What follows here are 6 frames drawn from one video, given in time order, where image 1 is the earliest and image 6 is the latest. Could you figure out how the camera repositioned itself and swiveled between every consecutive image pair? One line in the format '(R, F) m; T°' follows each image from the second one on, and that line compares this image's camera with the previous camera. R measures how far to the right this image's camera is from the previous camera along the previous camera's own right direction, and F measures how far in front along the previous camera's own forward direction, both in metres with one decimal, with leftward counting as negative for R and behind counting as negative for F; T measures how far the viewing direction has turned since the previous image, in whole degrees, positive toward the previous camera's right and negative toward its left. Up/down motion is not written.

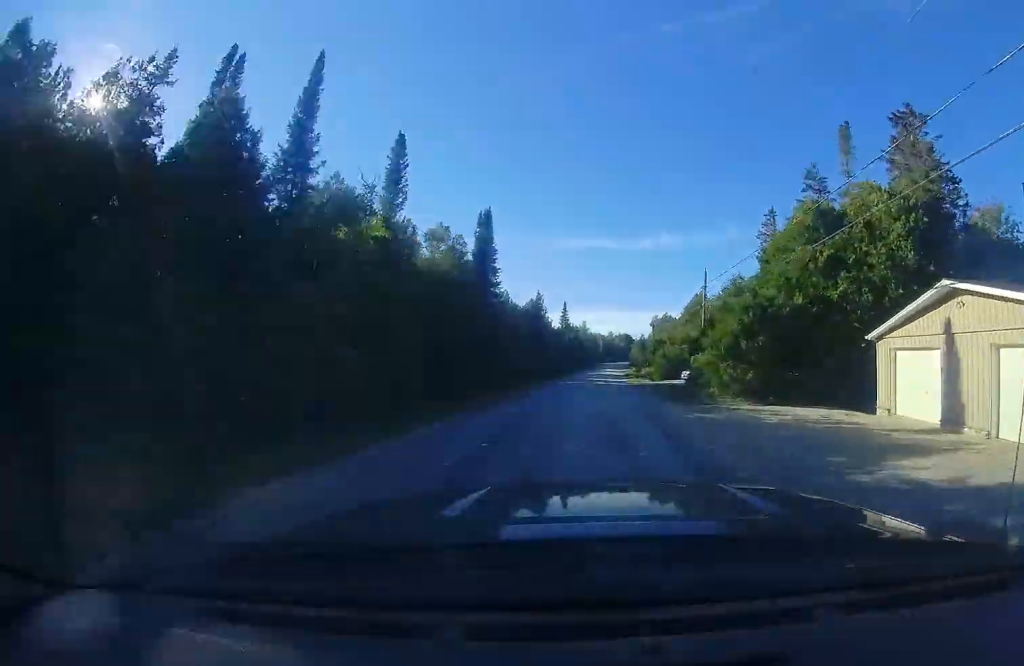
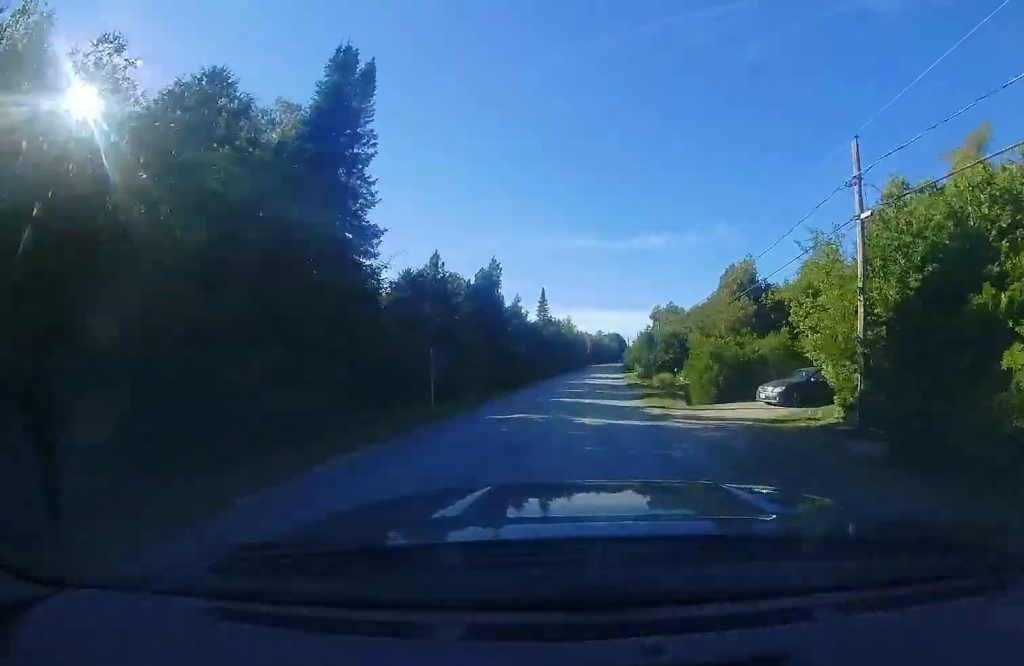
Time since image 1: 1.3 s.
(0.0, +20.9) m; 0°
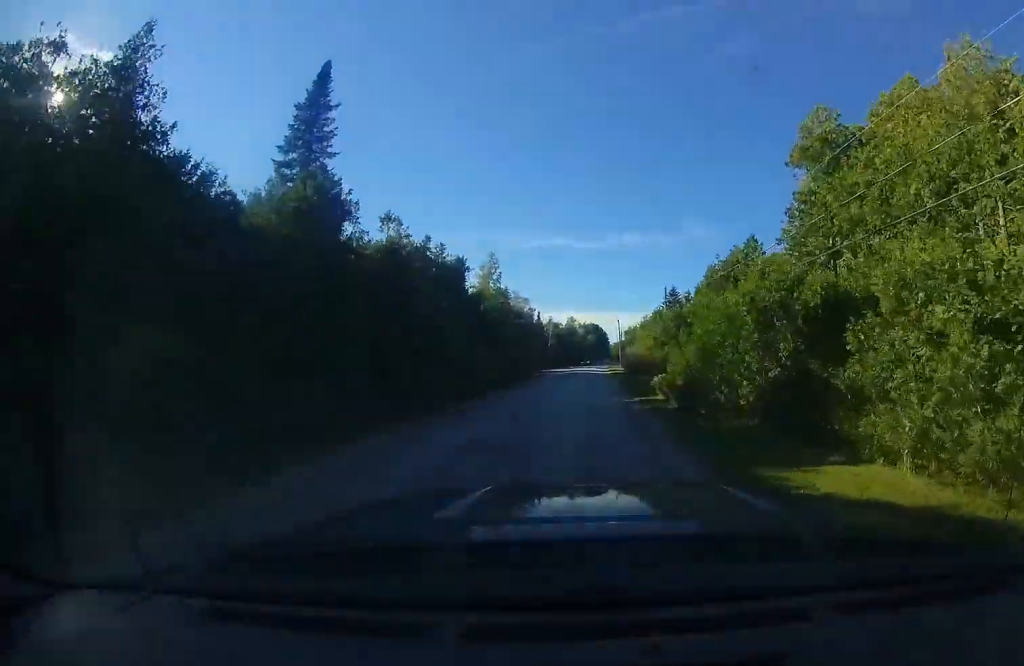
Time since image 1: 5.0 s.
(+2.7, +61.6) m; +4°
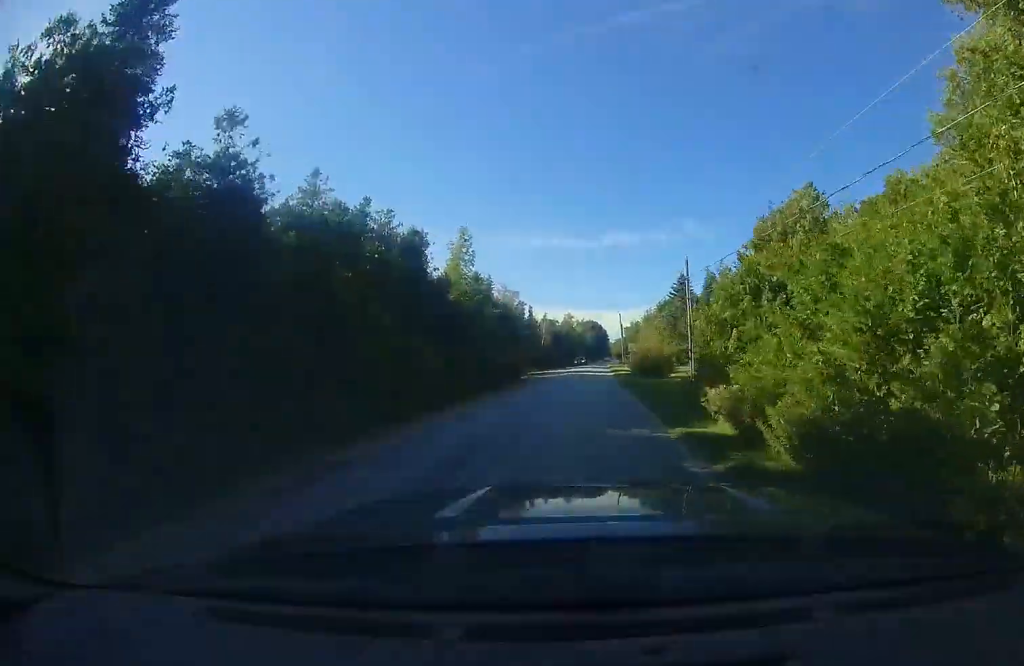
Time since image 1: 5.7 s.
(+0.1, +11.1) m; +1°
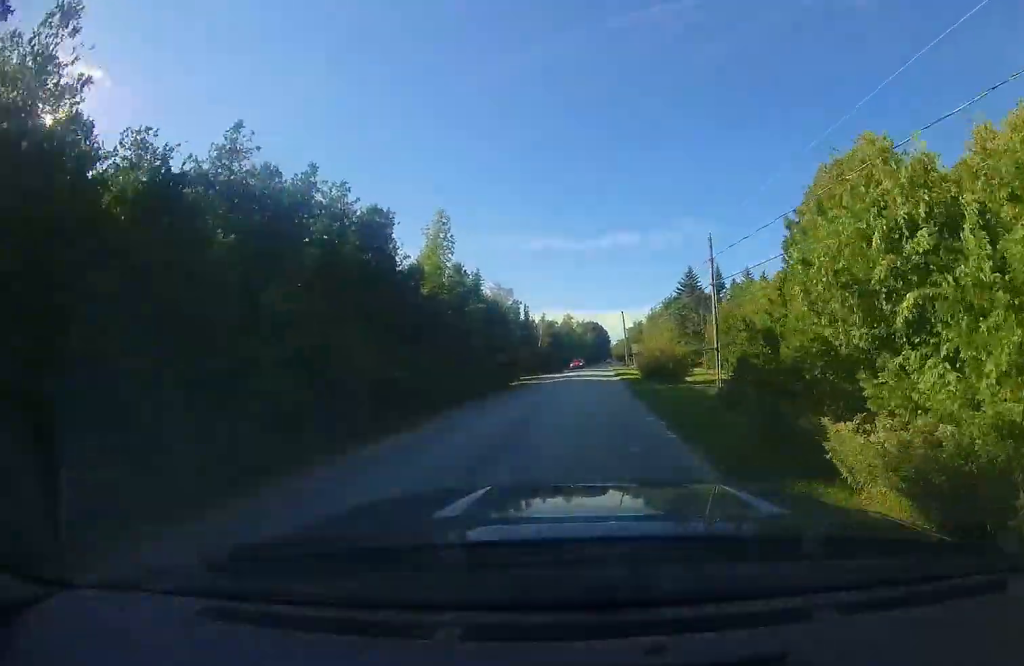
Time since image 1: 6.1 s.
(0.0, +6.7) m; 0°
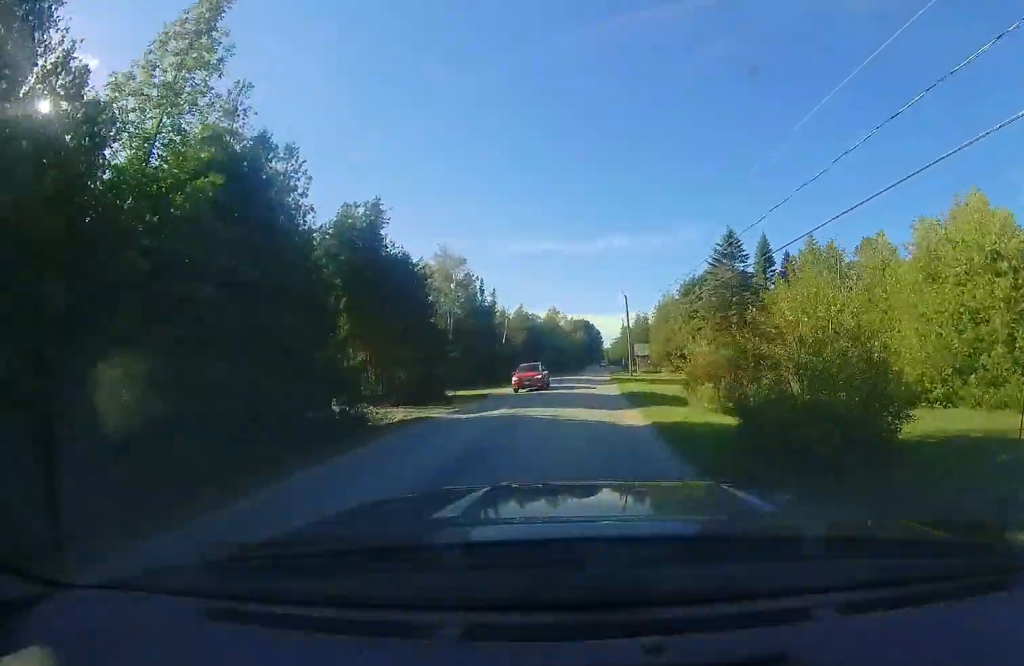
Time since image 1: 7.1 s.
(+0.2, +15.0) m; -1°
